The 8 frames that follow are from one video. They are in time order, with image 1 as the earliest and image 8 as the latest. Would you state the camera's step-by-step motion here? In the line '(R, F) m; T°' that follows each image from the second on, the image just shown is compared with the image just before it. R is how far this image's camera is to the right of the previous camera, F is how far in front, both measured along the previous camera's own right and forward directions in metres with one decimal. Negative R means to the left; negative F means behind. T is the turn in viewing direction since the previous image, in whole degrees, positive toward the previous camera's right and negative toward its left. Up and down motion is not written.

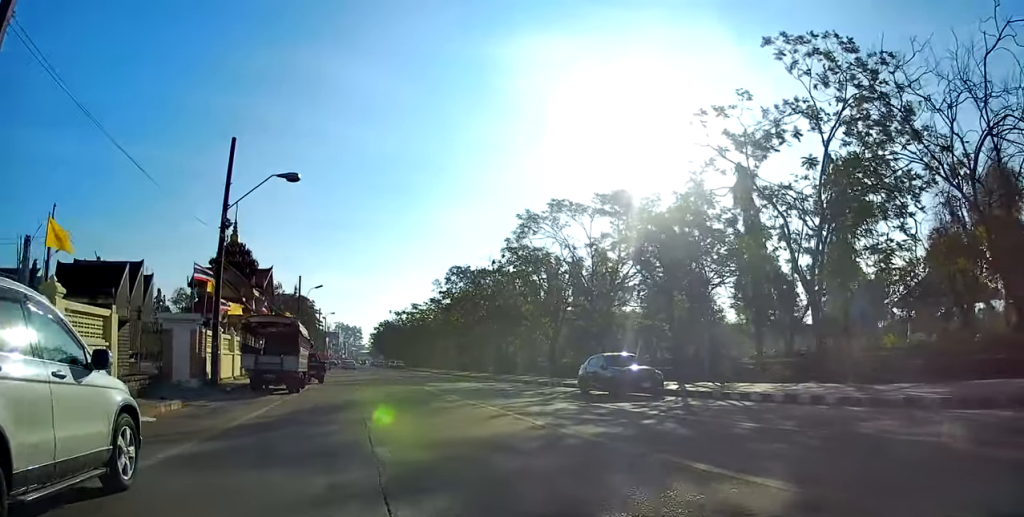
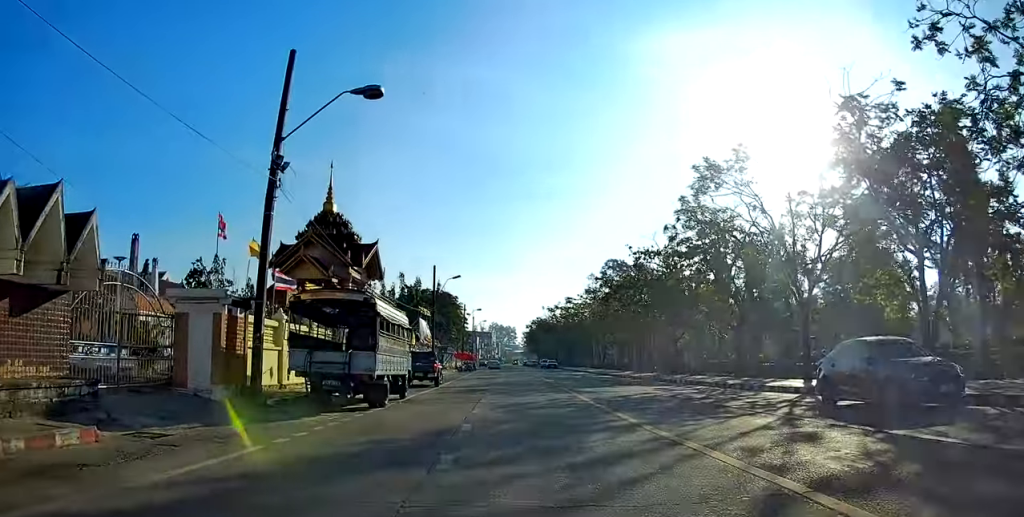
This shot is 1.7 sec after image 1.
(-0.7, +9.4) m; -15°
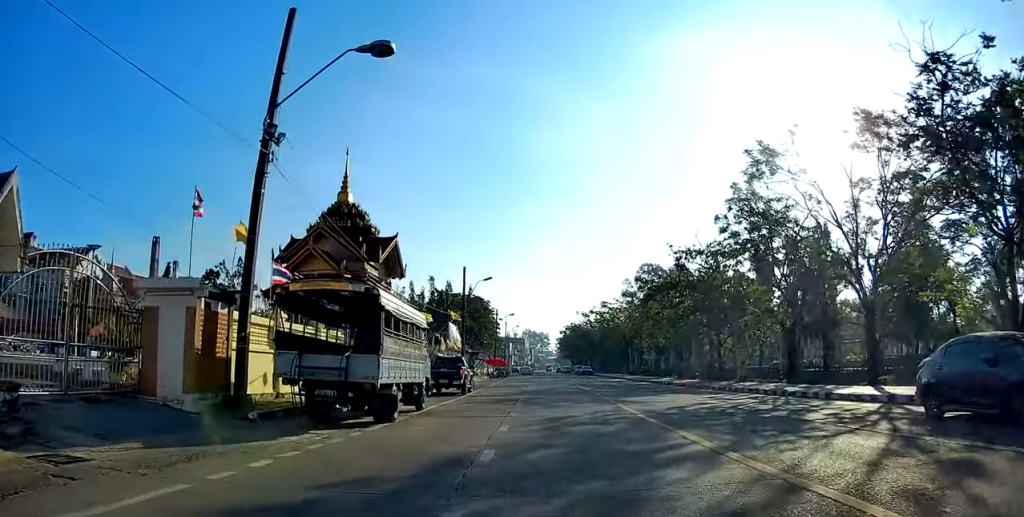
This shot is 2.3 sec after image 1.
(-0.3, +3.3) m; -5°
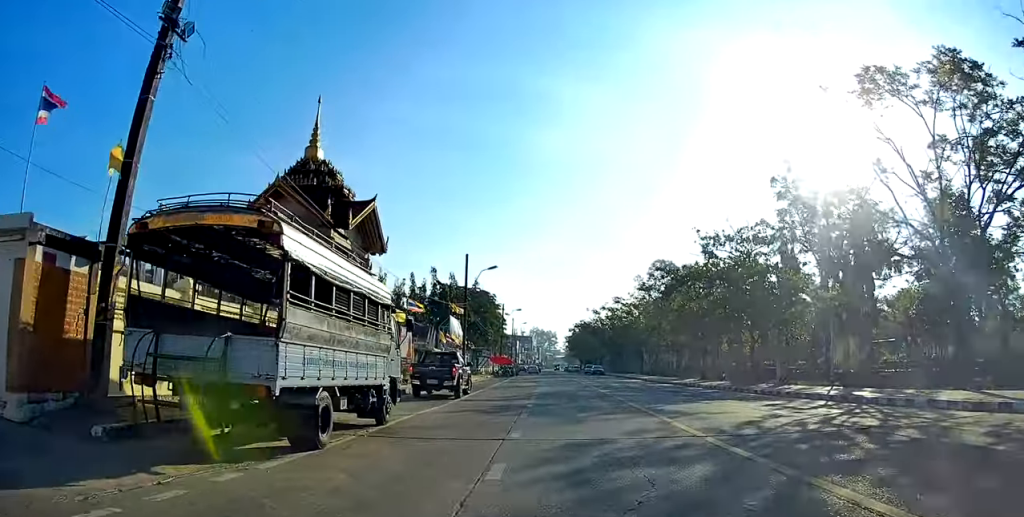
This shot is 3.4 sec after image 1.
(-0.1, +6.3) m; -1°
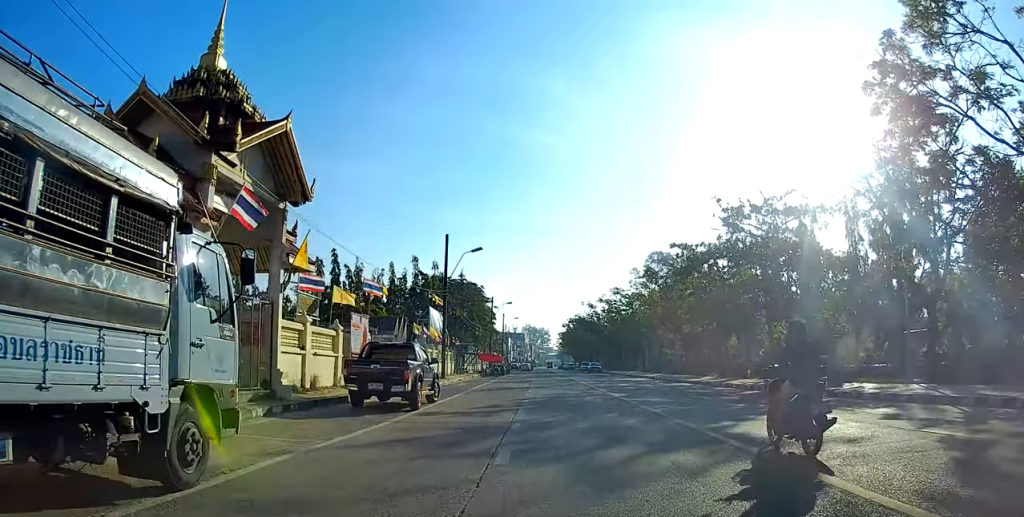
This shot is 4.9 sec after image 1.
(+0.3, +8.3) m; +4°
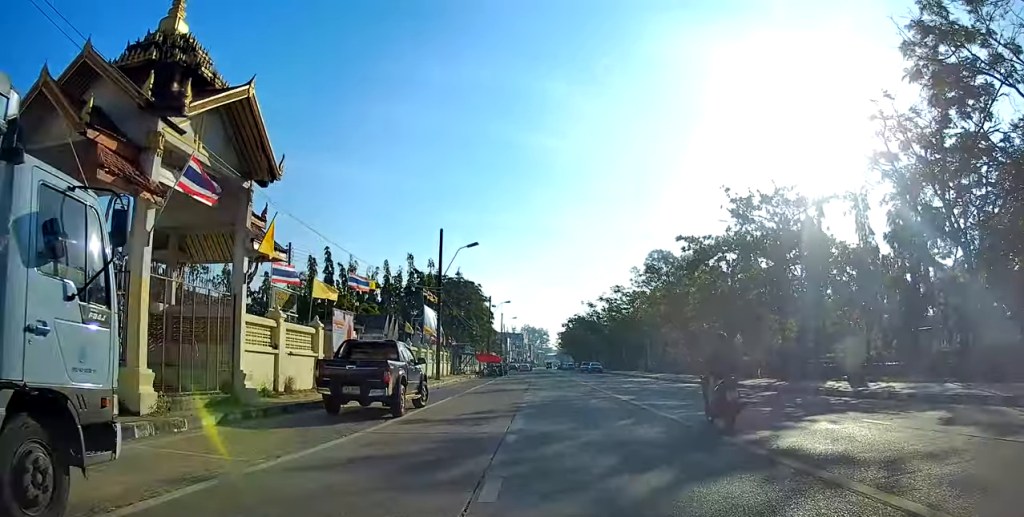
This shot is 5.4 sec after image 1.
(0.0, +2.3) m; -1°
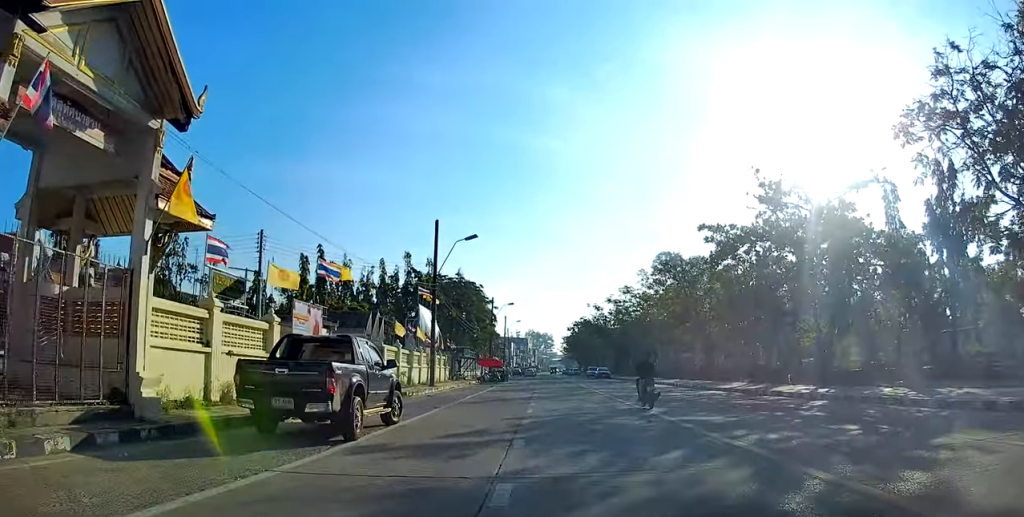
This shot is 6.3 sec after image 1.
(-0.2, +4.7) m; -7°
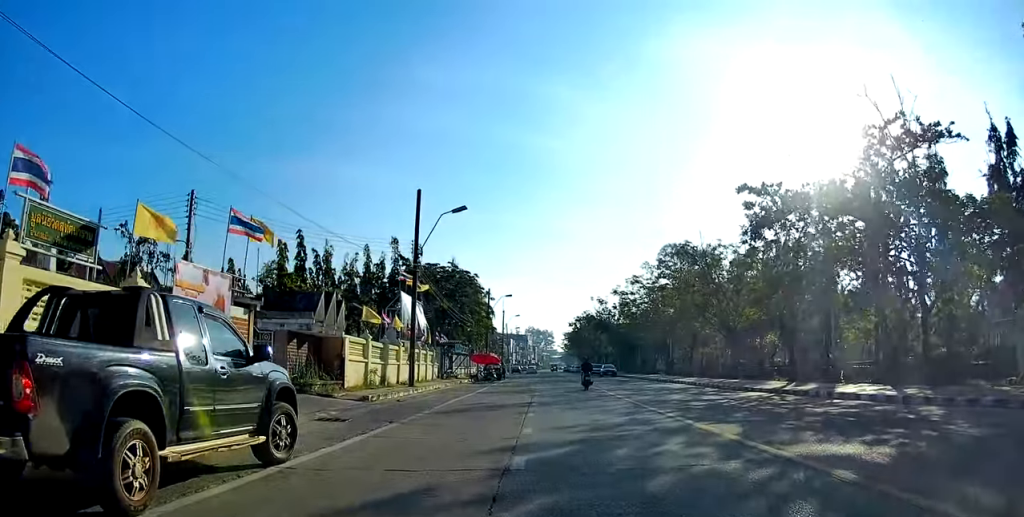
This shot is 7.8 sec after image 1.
(-0.7, +7.3) m; -5°
